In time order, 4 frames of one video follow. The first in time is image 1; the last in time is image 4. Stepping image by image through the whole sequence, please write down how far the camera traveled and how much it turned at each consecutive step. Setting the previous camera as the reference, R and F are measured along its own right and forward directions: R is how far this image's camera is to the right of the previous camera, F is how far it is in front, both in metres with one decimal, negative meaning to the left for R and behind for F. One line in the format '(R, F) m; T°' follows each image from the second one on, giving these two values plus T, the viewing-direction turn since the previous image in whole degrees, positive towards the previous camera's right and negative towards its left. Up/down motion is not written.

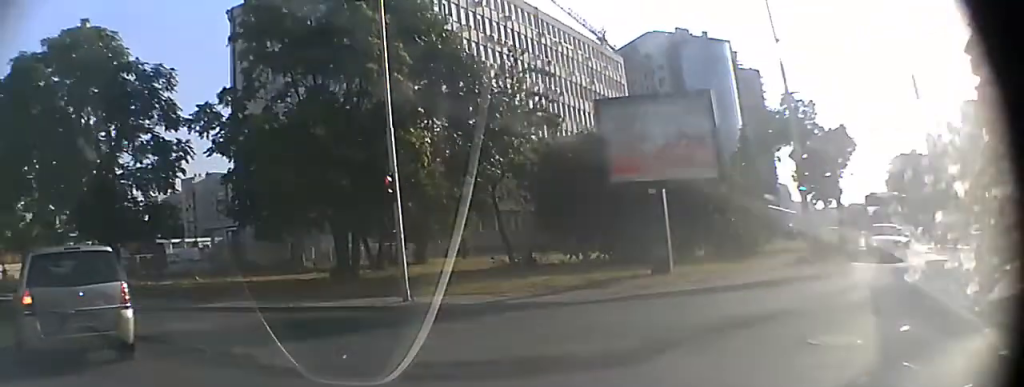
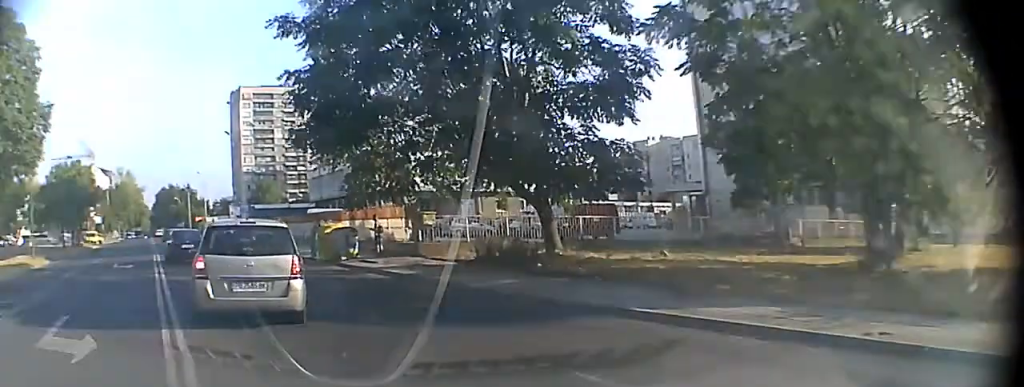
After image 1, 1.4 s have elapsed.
(-1.3, +12.2) m; -9°
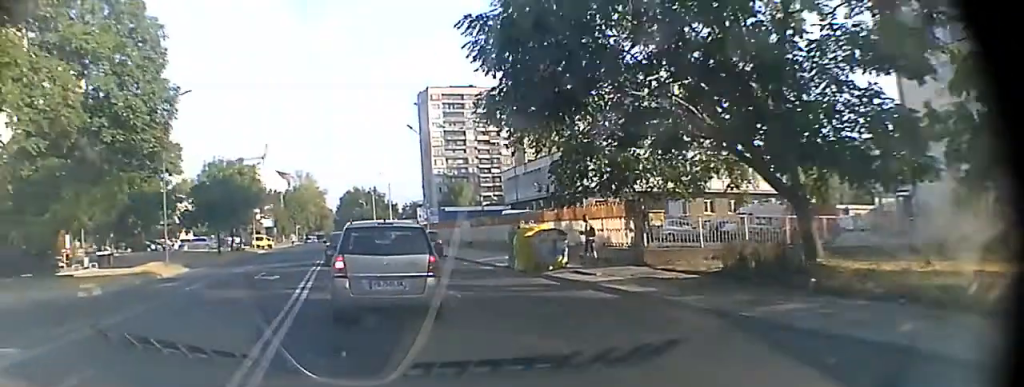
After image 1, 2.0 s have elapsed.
(-0.1, +5.6) m; -2°
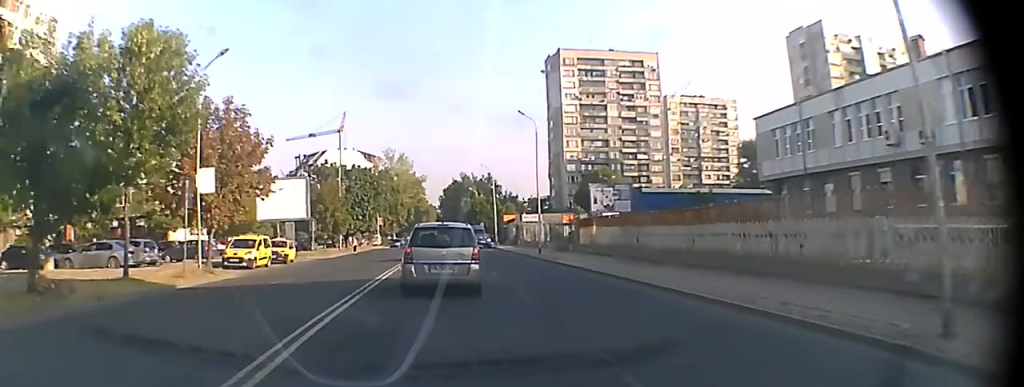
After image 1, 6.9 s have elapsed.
(-0.5, +53.1) m; 0°
